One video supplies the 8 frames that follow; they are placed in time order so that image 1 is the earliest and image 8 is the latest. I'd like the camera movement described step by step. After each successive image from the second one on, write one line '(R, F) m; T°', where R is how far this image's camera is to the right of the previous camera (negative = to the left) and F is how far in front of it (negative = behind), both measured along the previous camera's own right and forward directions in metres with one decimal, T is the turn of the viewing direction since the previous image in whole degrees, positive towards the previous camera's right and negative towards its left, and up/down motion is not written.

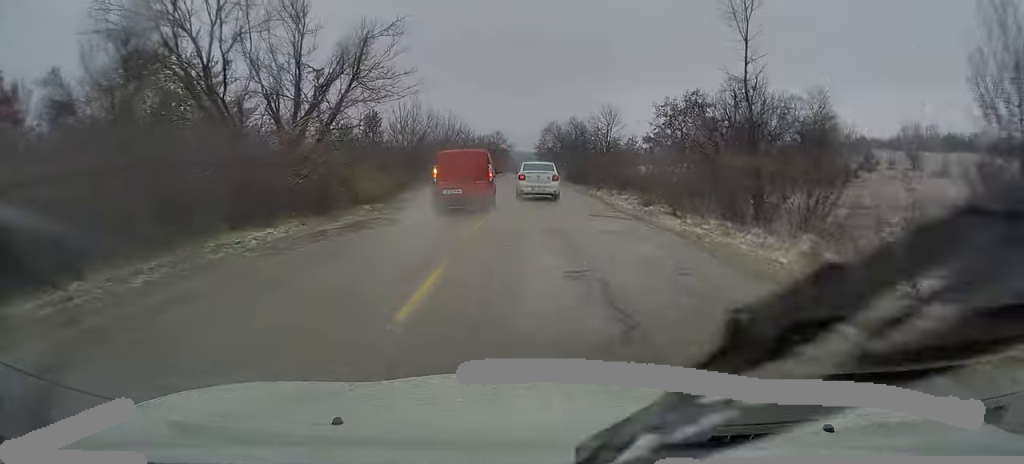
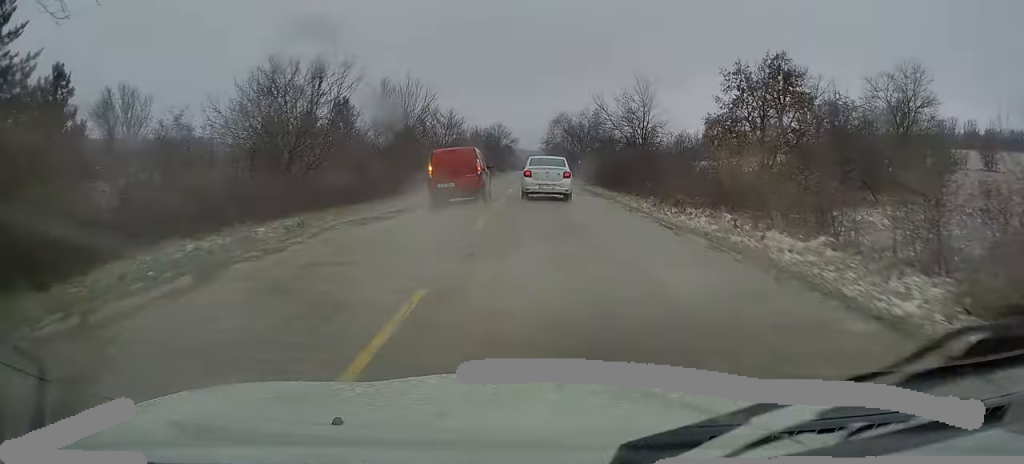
(-0.3, +19.5) m; -1°
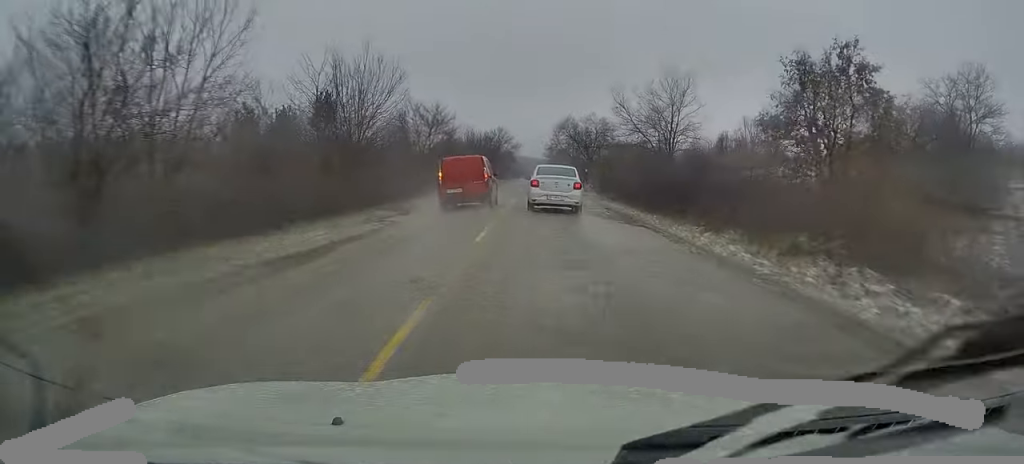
(0.0, +9.0) m; 0°
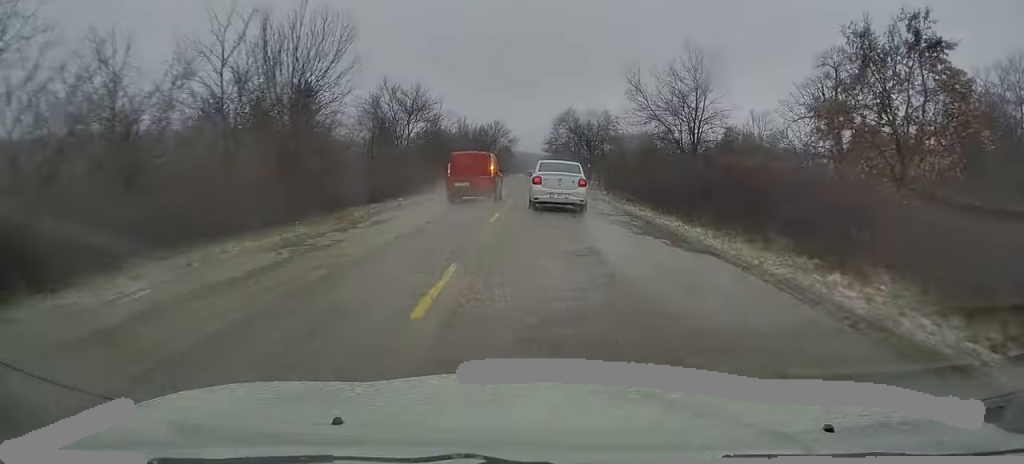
(0.0, +6.6) m; 0°
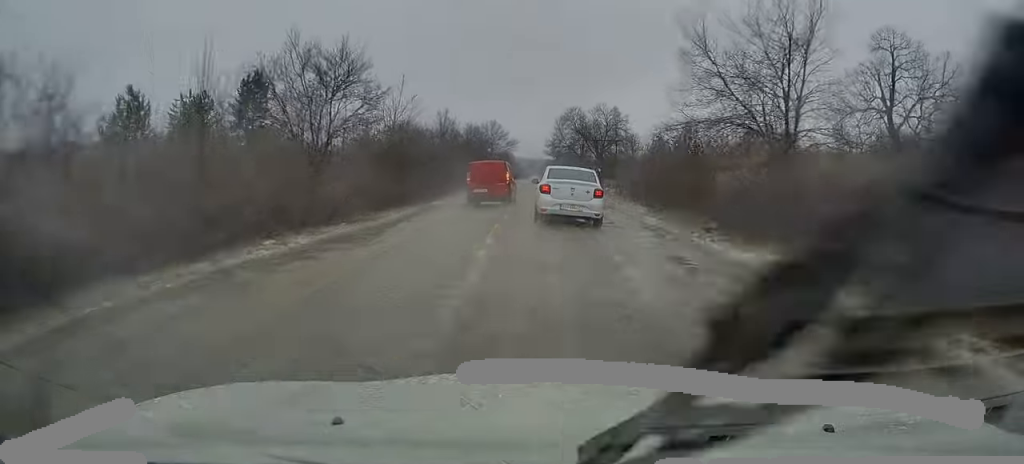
(0.0, +13.4) m; 0°
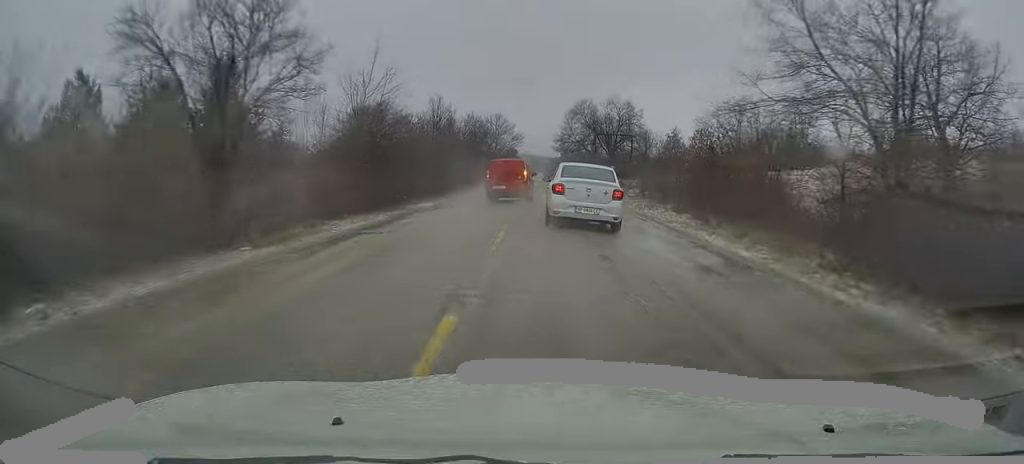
(0.0, +7.0) m; -1°
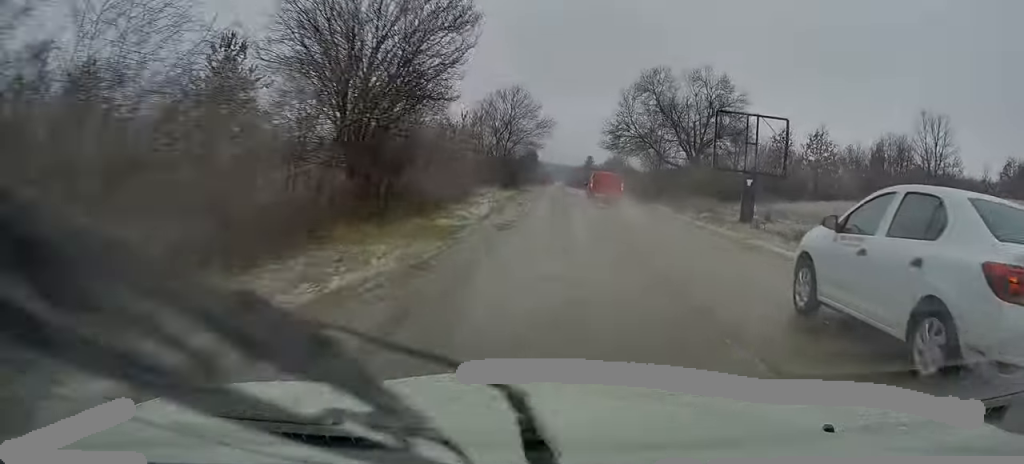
(-0.9, +37.8) m; -1°
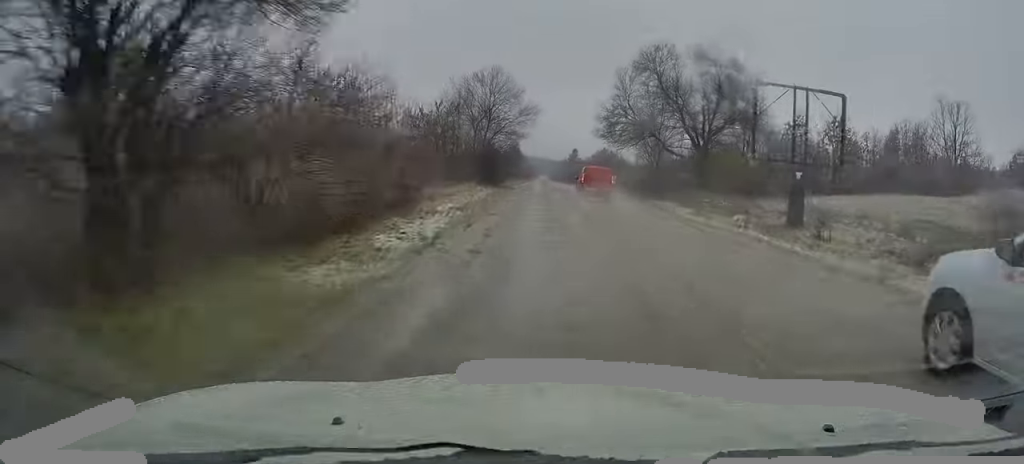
(0.0, +8.4) m; +1°
